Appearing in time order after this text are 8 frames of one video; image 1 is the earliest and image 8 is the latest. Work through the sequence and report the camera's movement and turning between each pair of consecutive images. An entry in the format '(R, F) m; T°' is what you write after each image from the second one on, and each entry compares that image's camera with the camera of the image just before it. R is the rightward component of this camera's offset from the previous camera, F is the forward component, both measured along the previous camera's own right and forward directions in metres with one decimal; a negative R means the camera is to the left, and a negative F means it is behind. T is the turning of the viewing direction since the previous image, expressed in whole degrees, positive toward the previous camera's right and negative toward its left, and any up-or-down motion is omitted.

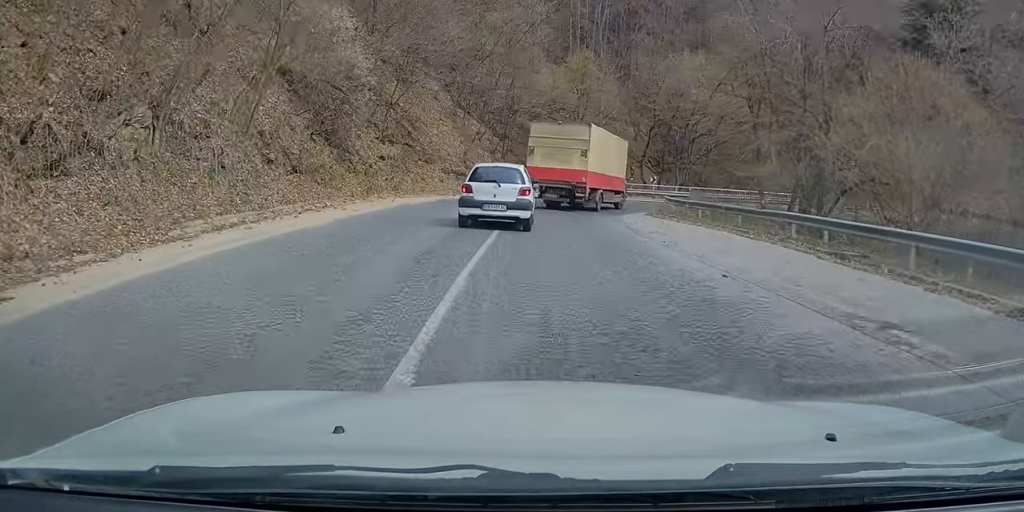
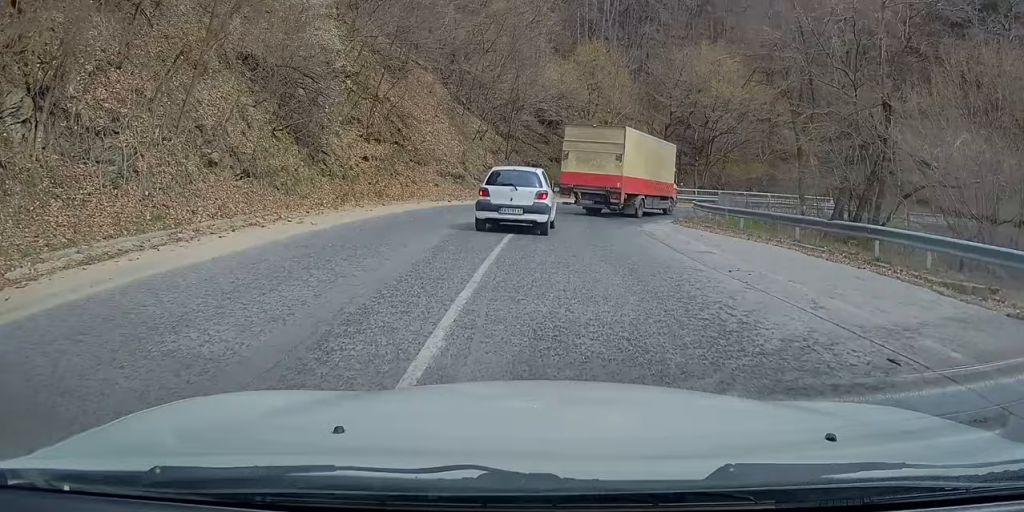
(+0.1, +4.5) m; +1°
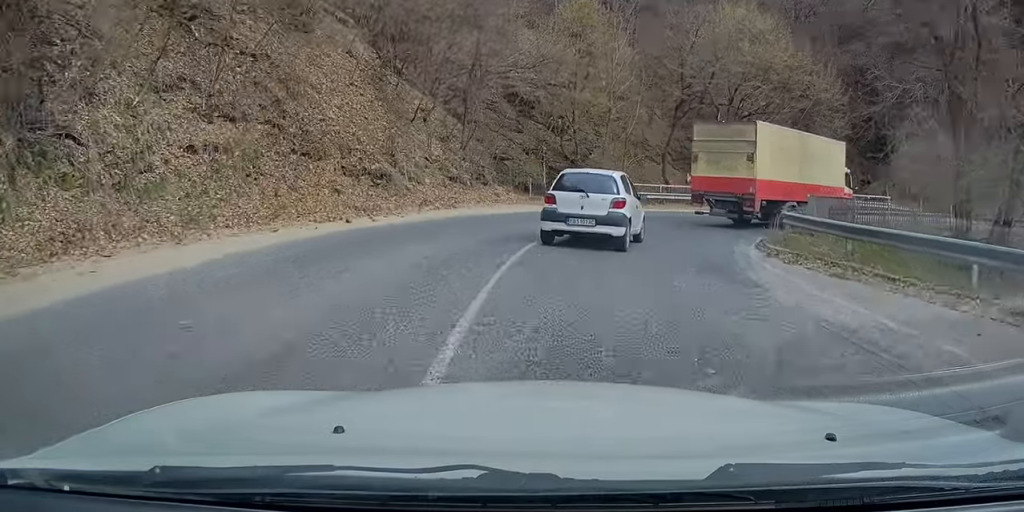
(+0.5, +13.7) m; +8°
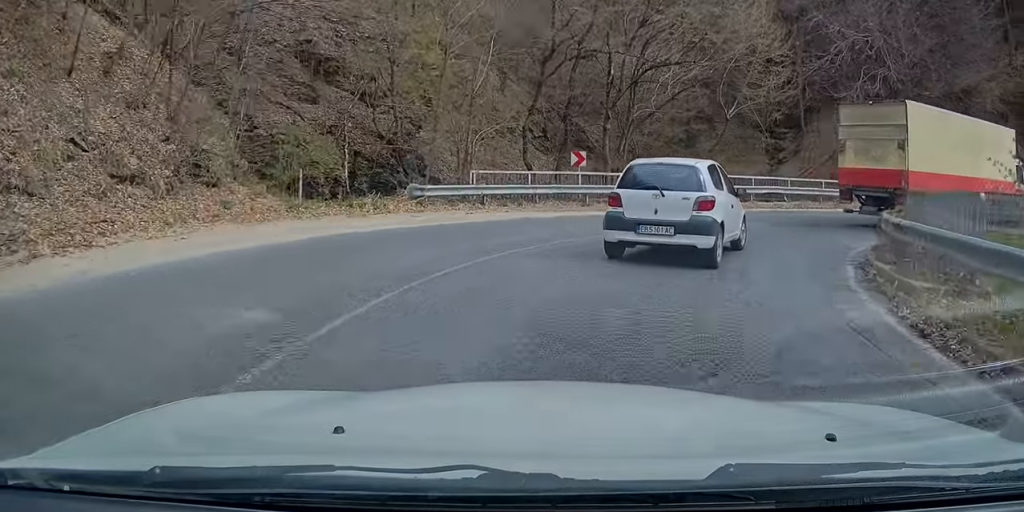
(+1.7, +14.7) m; +13°
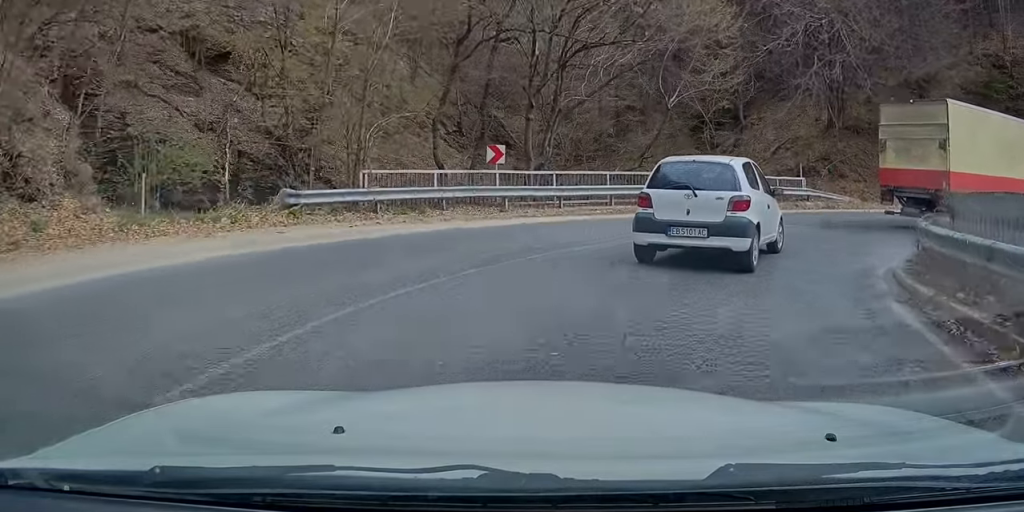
(+0.2, +4.3) m; +7°
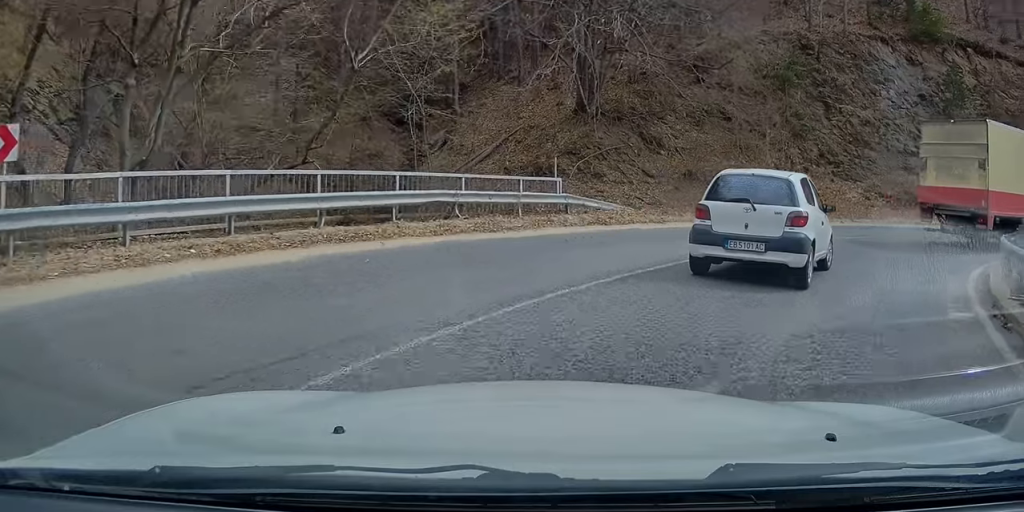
(+2.1, +10.6) m; +26°
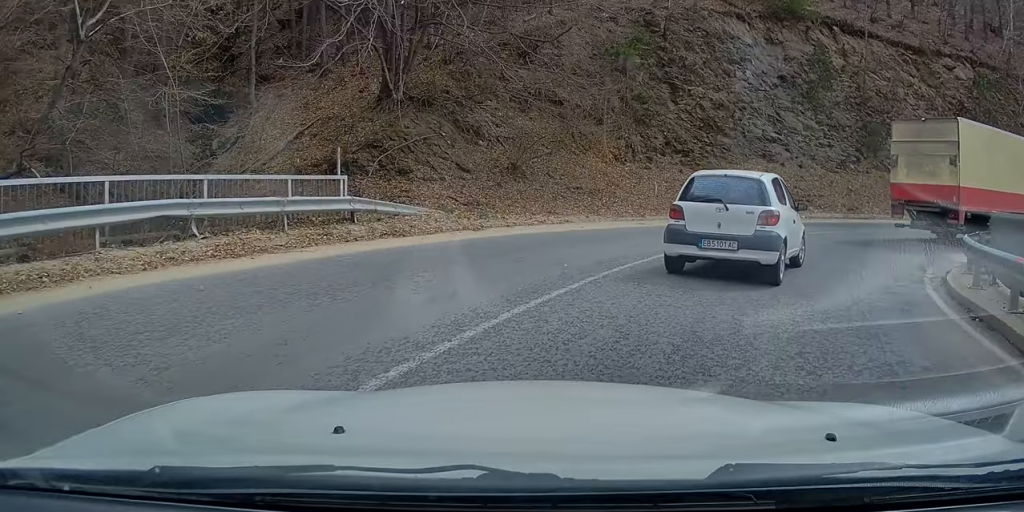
(+0.5, +4.9) m; +15°
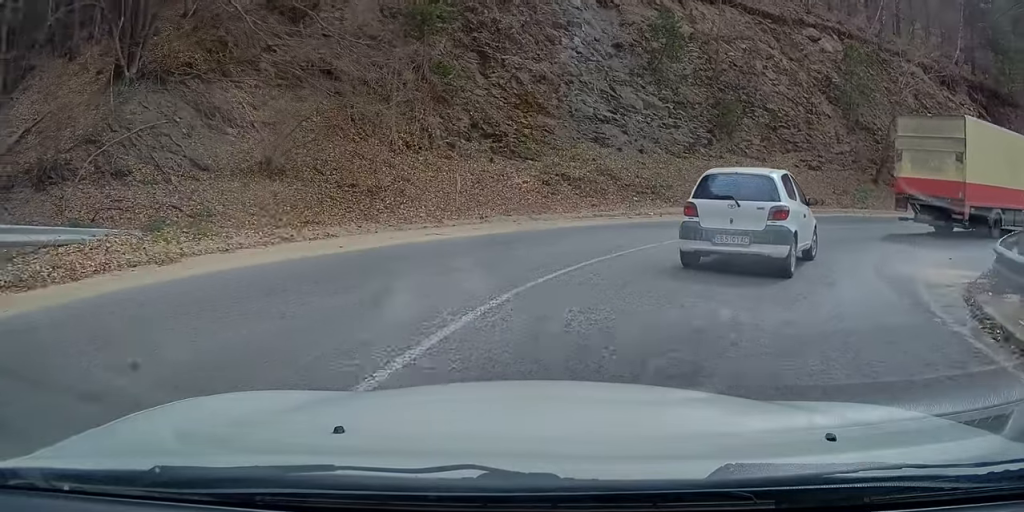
(+1.2, +6.6) m; +12°
